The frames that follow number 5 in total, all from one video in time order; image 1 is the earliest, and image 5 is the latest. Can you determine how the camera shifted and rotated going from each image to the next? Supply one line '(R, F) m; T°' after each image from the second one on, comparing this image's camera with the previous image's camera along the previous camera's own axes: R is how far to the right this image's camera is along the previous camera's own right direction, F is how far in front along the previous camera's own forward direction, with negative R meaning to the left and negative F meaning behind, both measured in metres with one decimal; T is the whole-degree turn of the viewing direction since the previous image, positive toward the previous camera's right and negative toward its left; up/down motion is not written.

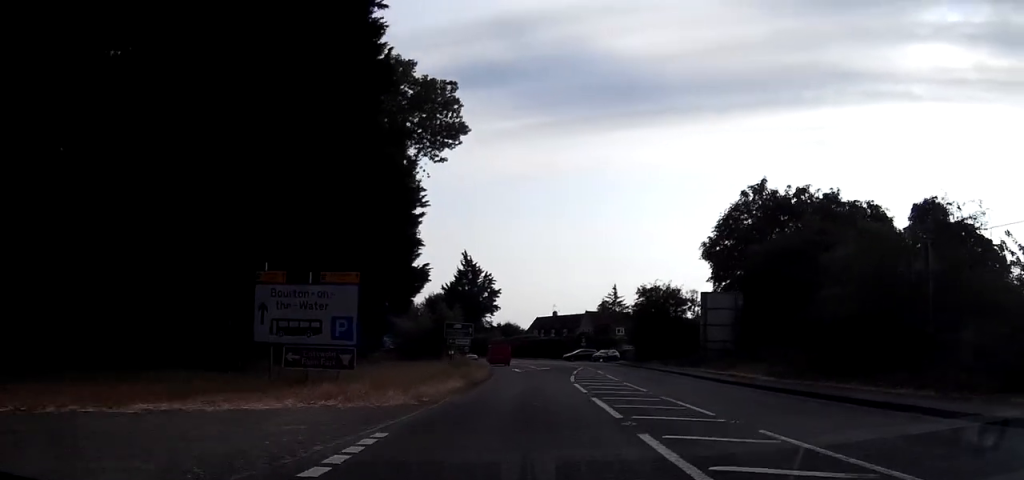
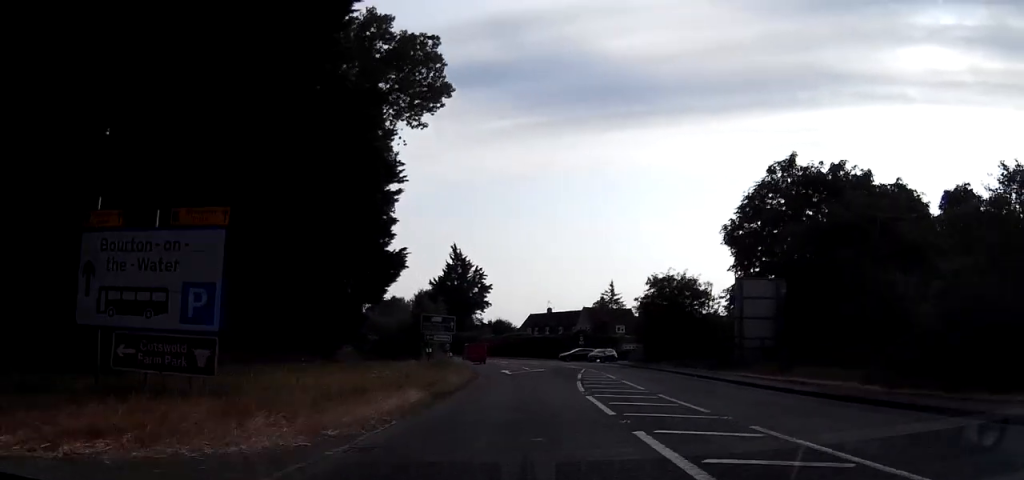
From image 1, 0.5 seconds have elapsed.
(+0.2, +8.5) m; +1°
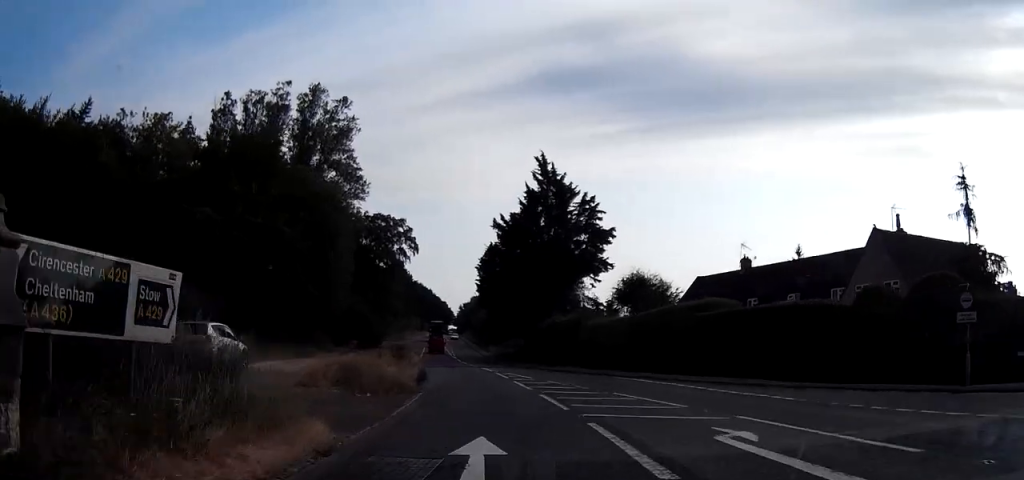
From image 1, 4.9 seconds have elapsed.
(-2.8, +68.0) m; -9°
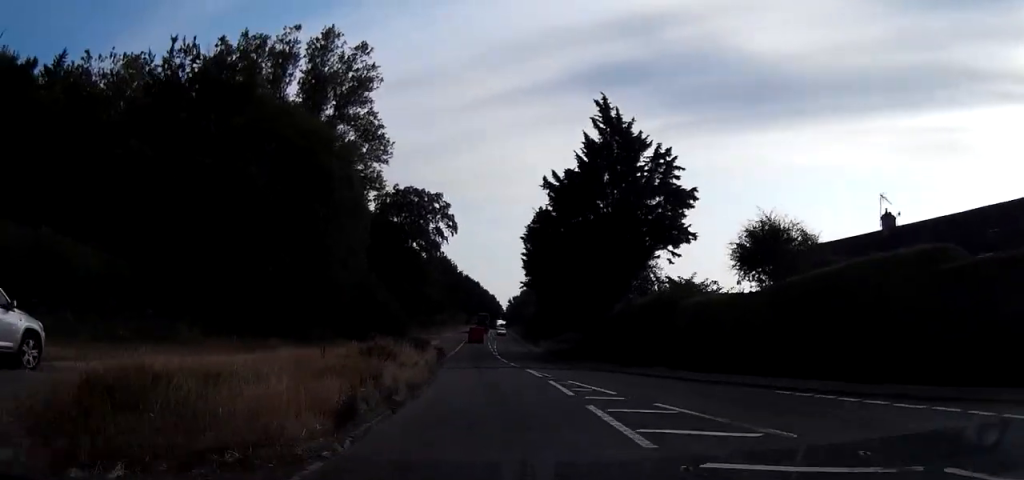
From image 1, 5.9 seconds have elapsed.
(-0.5, +15.7) m; +1°
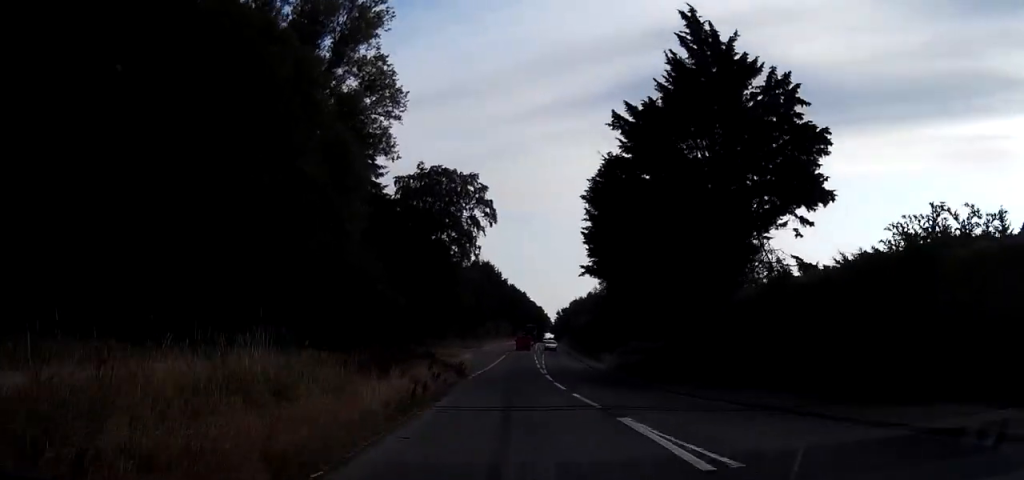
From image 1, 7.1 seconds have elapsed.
(+0.7, +18.2) m; +1°
